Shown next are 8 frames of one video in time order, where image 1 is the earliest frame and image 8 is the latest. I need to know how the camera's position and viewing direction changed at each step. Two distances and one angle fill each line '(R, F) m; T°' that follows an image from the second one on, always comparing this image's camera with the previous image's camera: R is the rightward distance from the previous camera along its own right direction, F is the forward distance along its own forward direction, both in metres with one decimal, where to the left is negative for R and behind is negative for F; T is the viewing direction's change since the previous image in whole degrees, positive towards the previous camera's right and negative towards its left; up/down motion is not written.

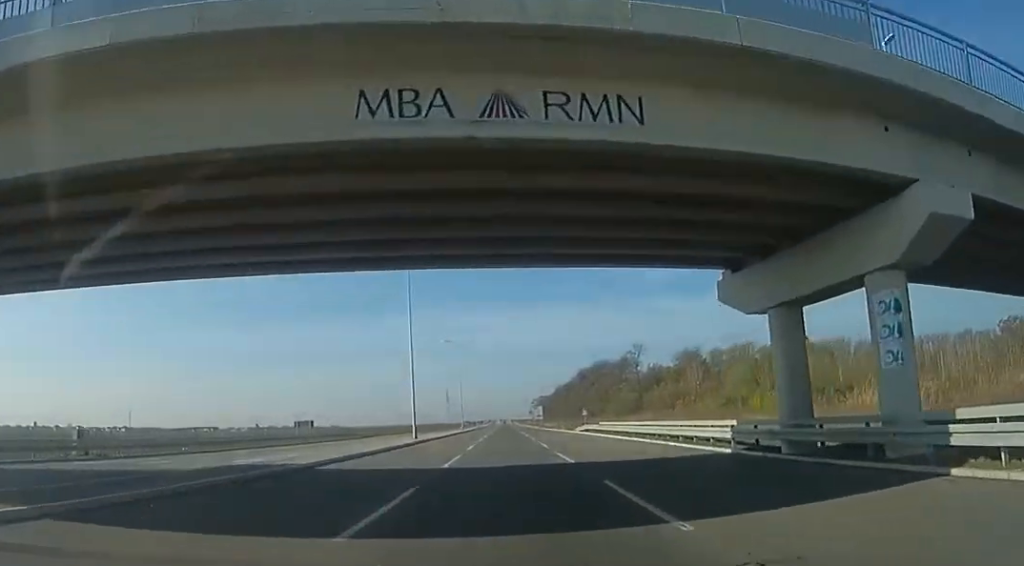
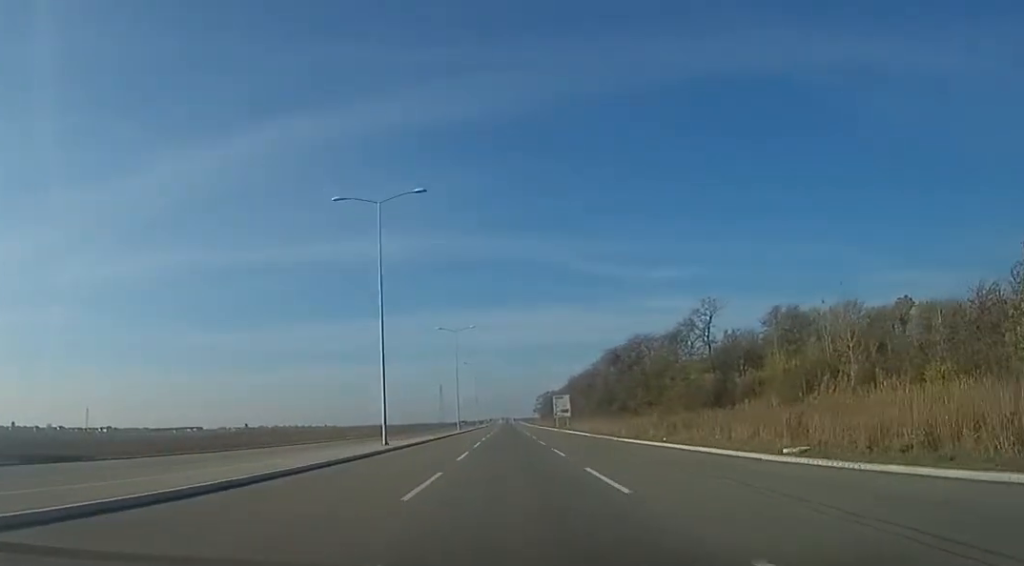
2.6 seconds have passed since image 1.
(-1.2, +58.5) m; -1°
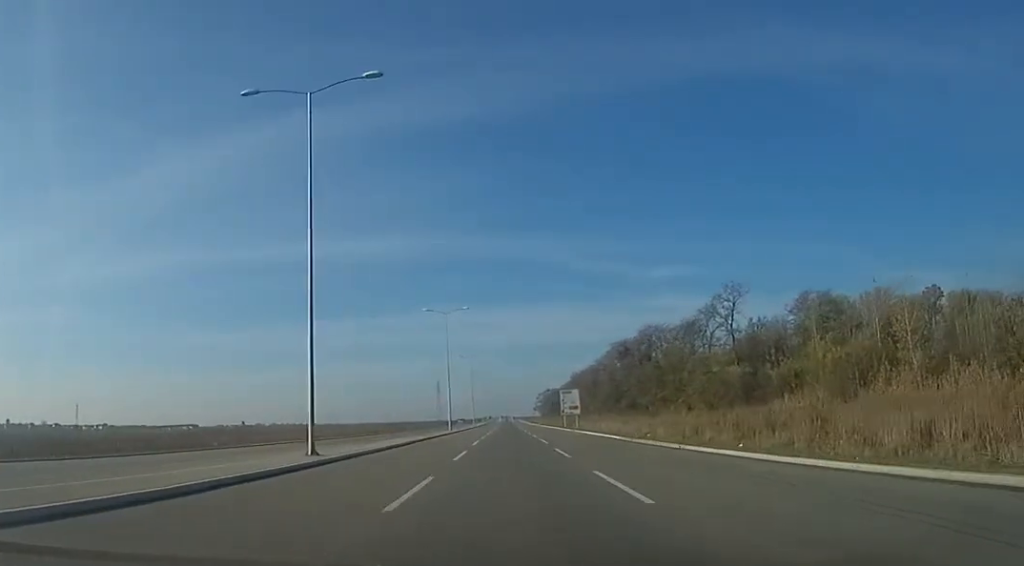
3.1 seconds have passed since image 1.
(0.0, +12.8) m; 0°
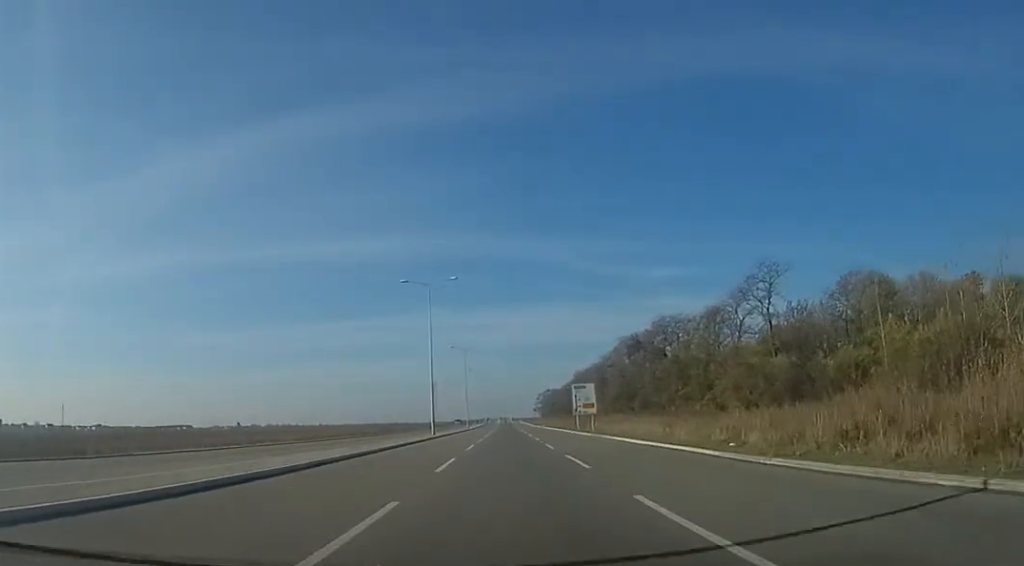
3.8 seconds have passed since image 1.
(-0.1, +15.8) m; 0°
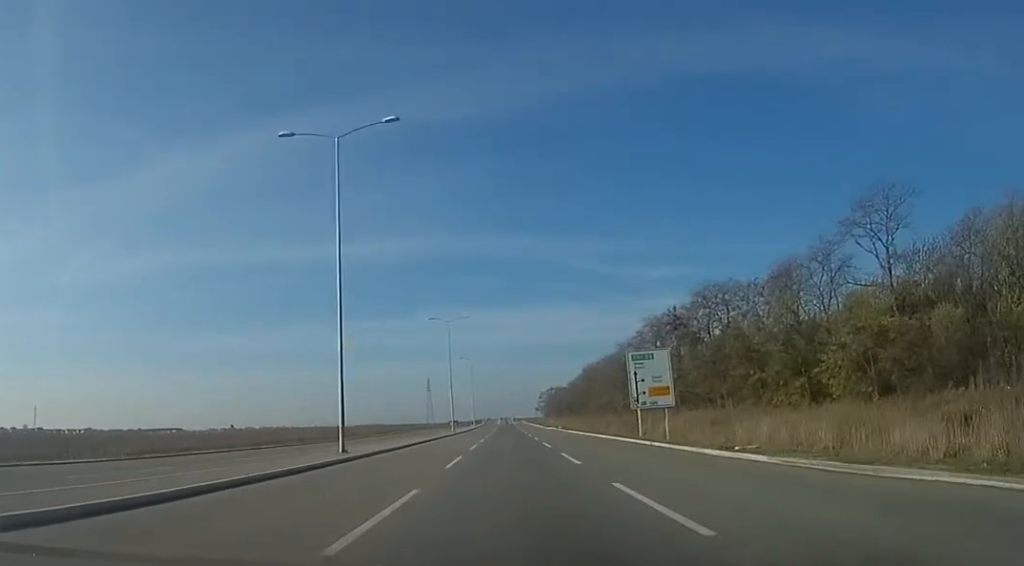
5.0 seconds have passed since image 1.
(-0.1, +30.9) m; 0°
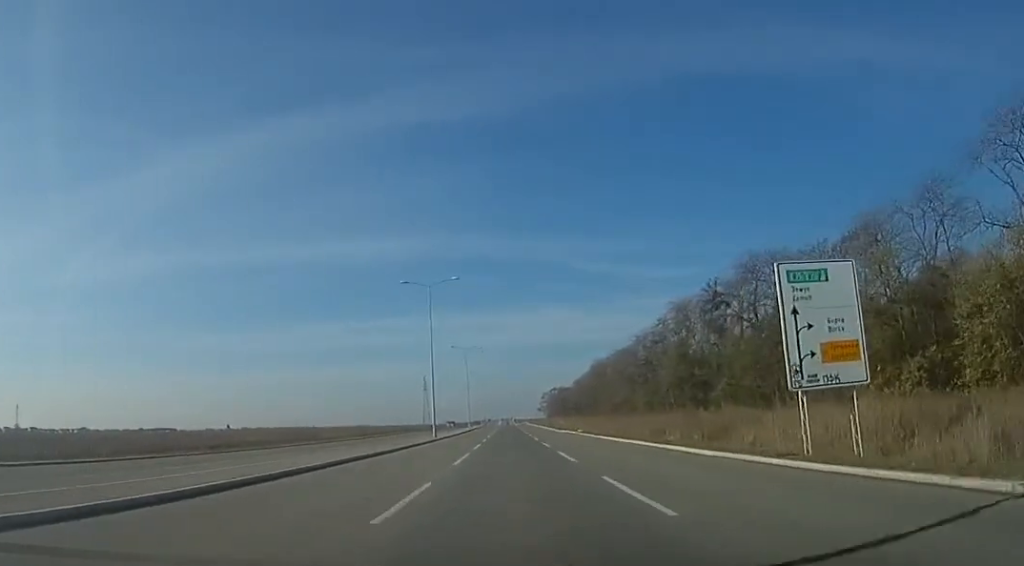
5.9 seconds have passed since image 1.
(0.0, +20.4) m; 0°
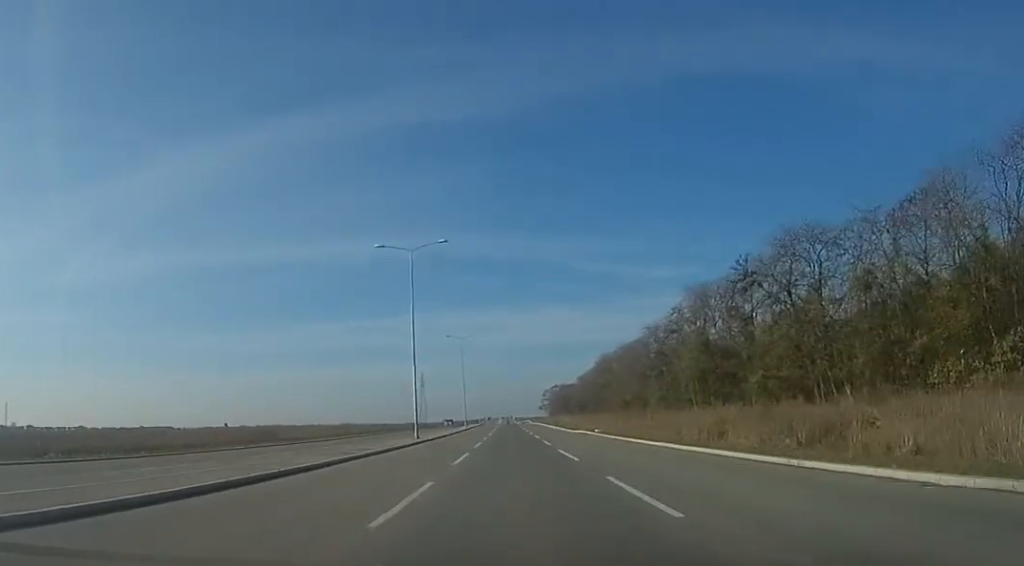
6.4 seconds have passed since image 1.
(0.0, +11.2) m; 0°
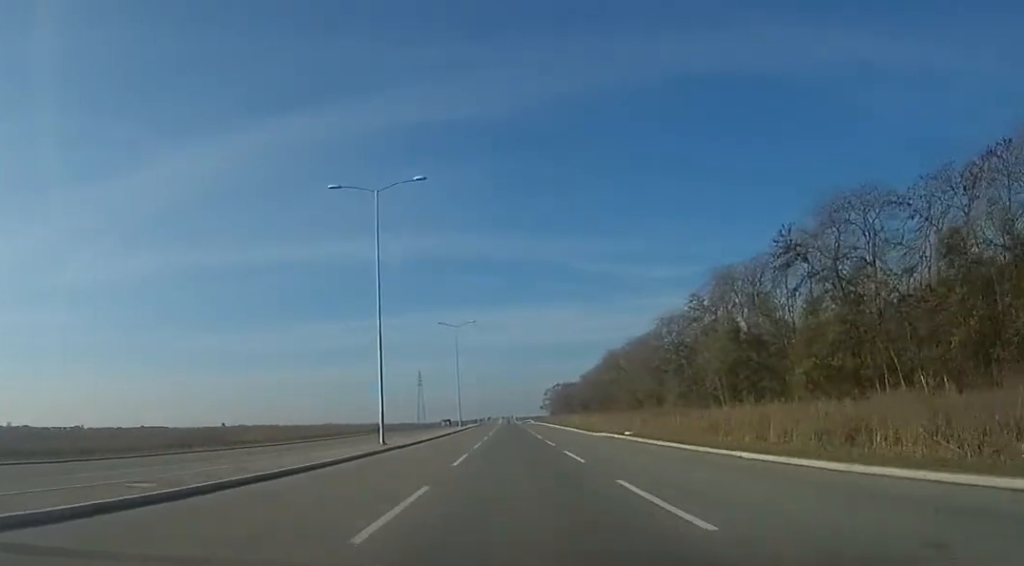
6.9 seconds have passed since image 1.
(0.0, +12.0) m; 0°
